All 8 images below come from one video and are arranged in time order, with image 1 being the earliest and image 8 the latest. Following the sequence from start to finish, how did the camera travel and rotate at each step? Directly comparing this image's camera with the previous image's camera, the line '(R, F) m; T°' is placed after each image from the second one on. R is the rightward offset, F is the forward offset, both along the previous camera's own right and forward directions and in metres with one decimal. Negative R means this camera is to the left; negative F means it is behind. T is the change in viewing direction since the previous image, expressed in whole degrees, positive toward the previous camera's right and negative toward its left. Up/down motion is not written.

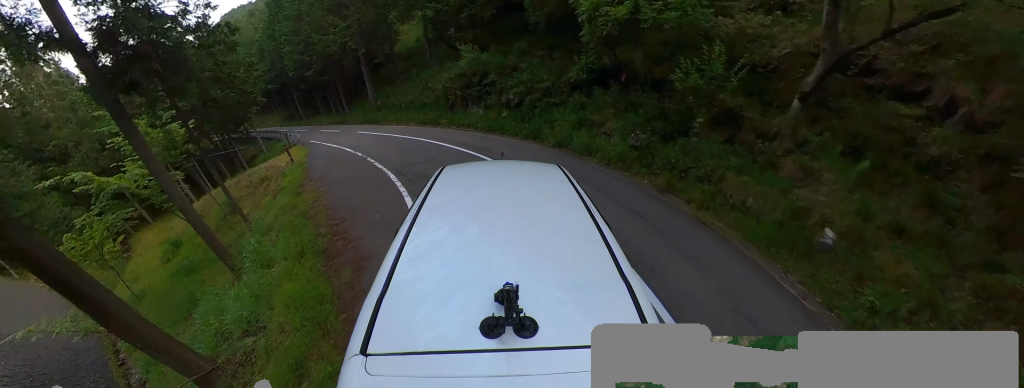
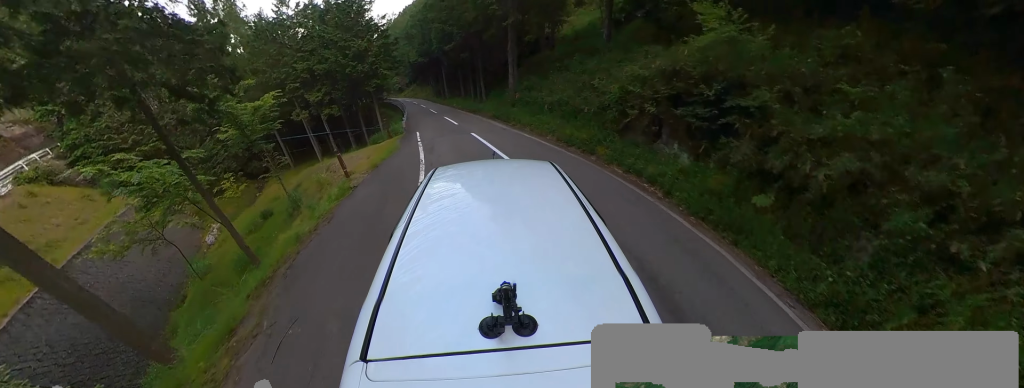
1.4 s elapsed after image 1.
(-4.9, +7.8) m; -52°
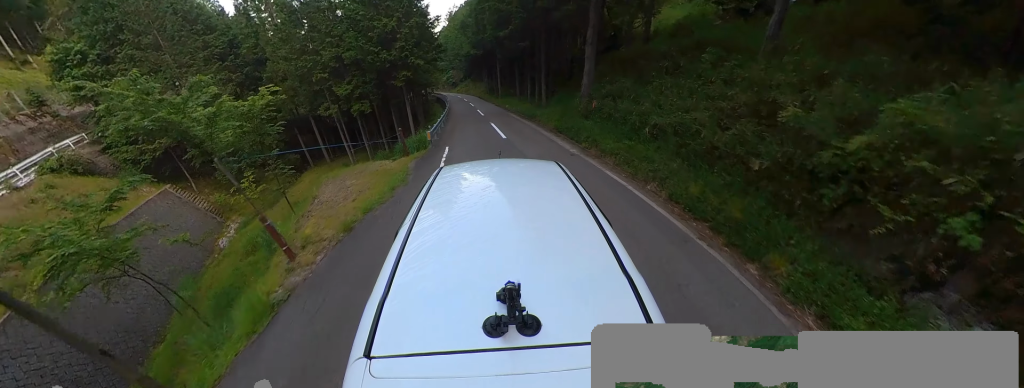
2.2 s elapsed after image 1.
(-0.6, +6.2) m; -15°
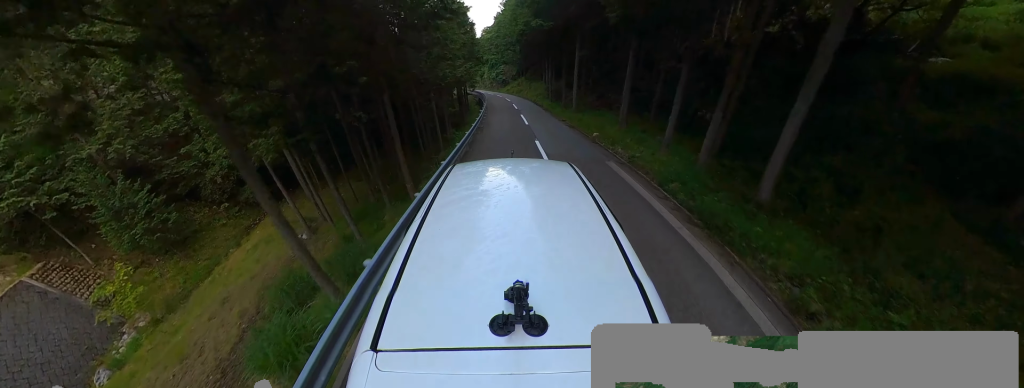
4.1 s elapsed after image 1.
(-2.8, +14.5) m; -11°
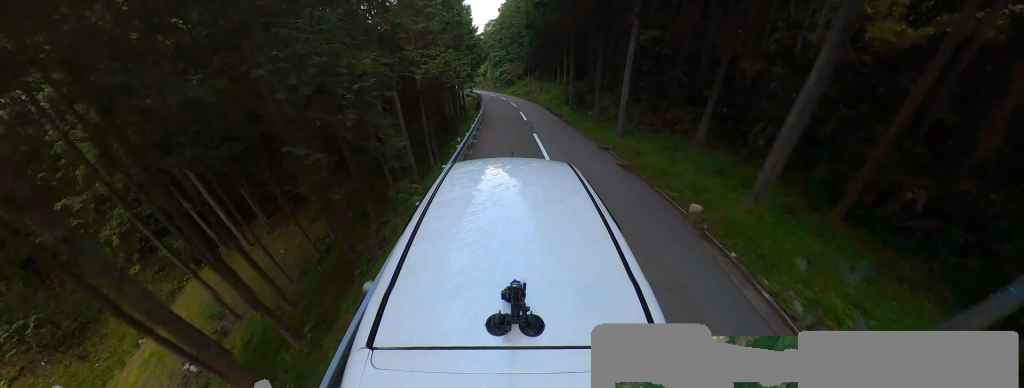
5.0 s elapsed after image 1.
(-0.1, +8.6) m; -1°
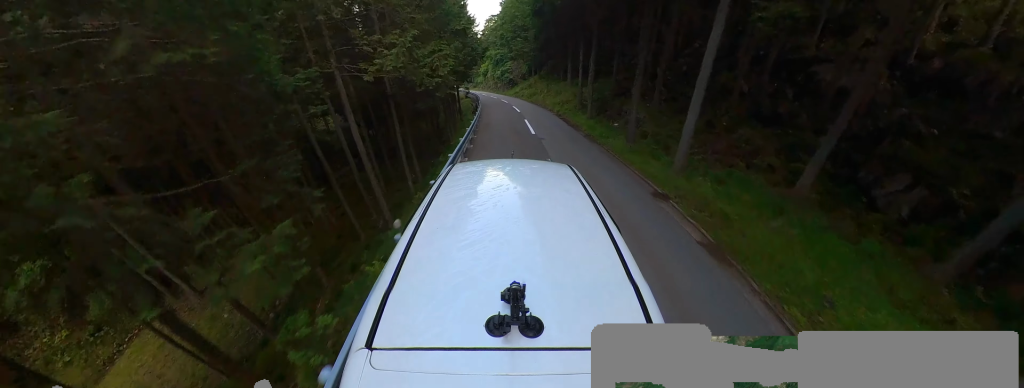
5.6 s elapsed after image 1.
(-0.1, +5.3) m; -1°
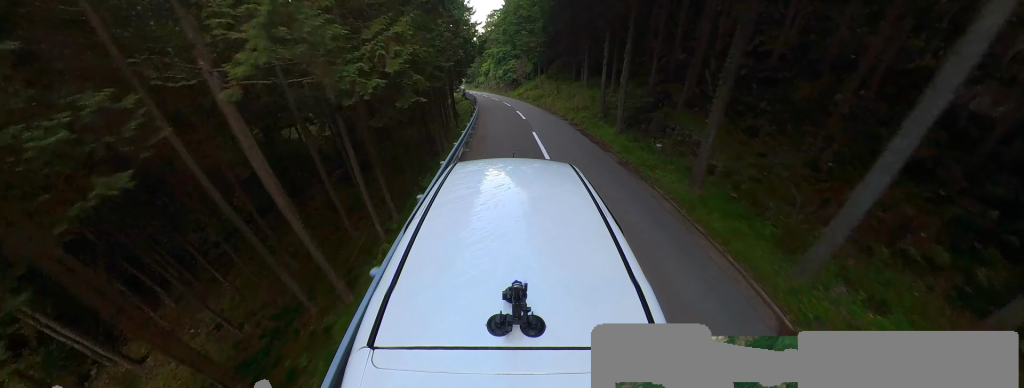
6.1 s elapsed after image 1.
(0.0, +5.2) m; 0°
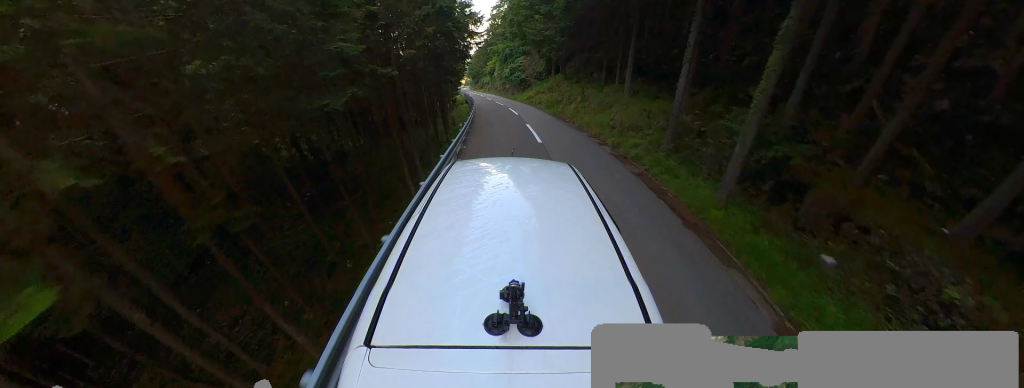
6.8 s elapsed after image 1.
(+0.1, +8.3) m; +6°
